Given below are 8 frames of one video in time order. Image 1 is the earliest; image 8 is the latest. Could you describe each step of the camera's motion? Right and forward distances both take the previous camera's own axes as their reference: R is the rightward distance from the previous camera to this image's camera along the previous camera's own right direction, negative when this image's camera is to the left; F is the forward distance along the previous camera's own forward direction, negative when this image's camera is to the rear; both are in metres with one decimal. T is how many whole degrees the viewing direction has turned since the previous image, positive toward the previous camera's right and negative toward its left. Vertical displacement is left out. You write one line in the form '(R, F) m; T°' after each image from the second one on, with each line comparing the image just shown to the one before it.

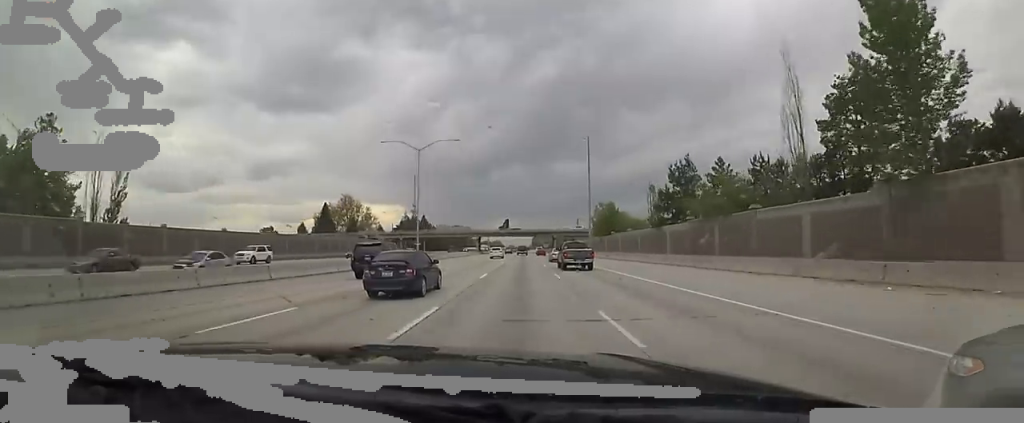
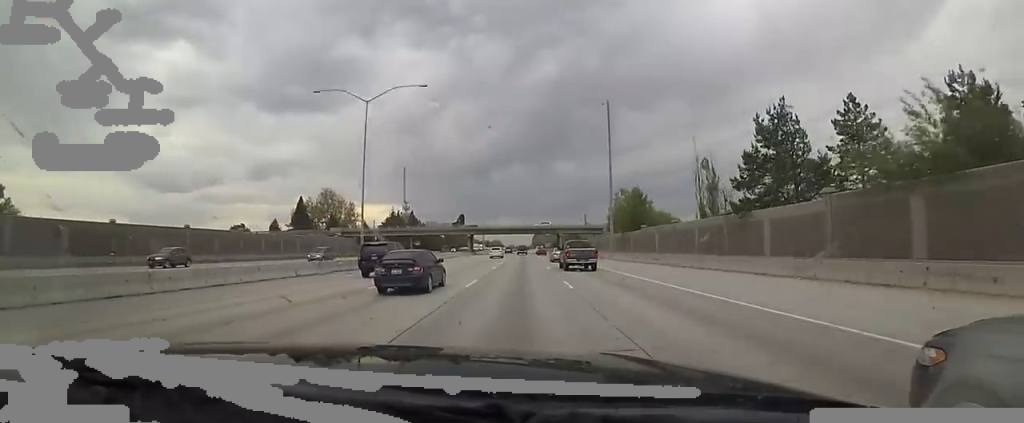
(0.0, +20.2) m; 0°
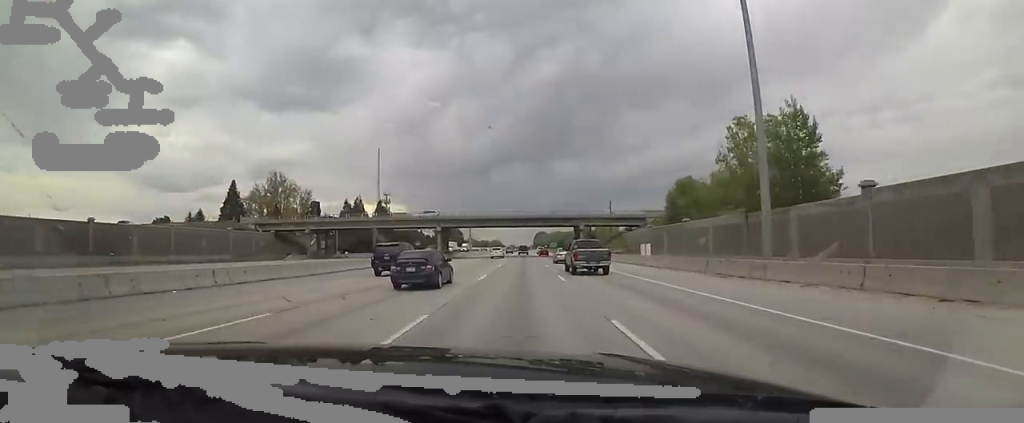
(0.0, +40.5) m; 0°
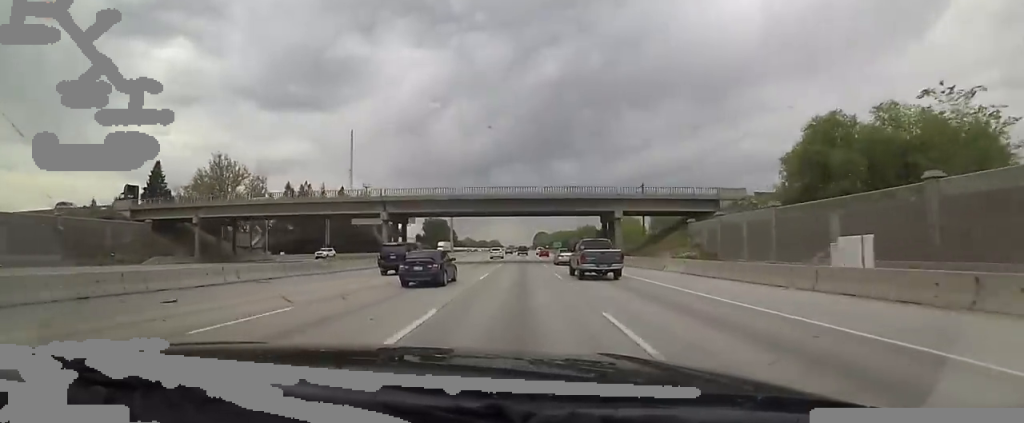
(0.0, +28.6) m; 0°
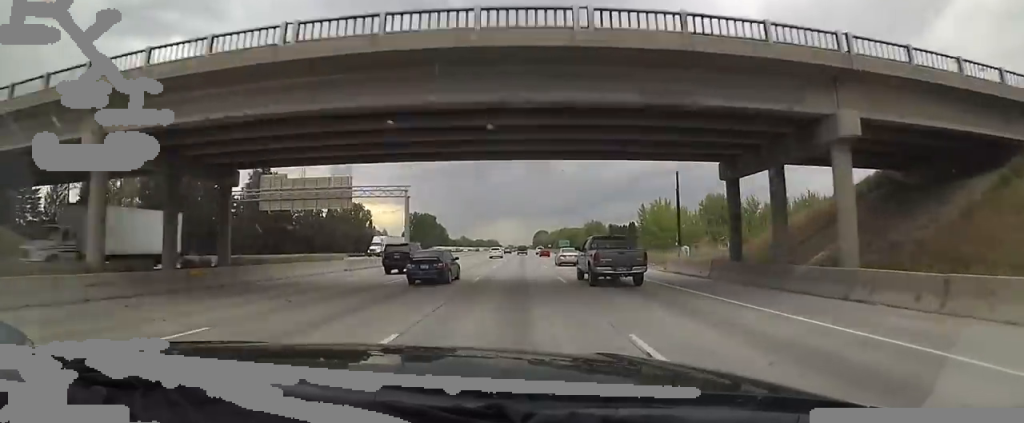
(0.0, +33.5) m; 0°
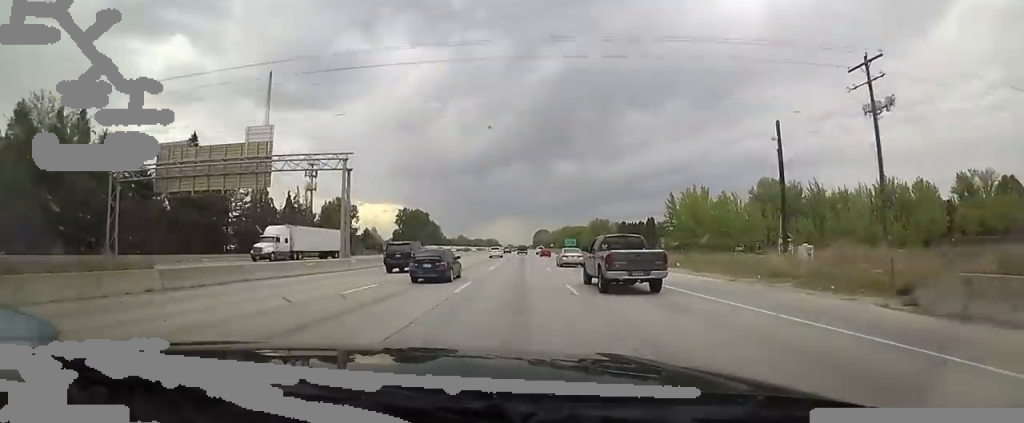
(0.0, +19.5) m; 0°
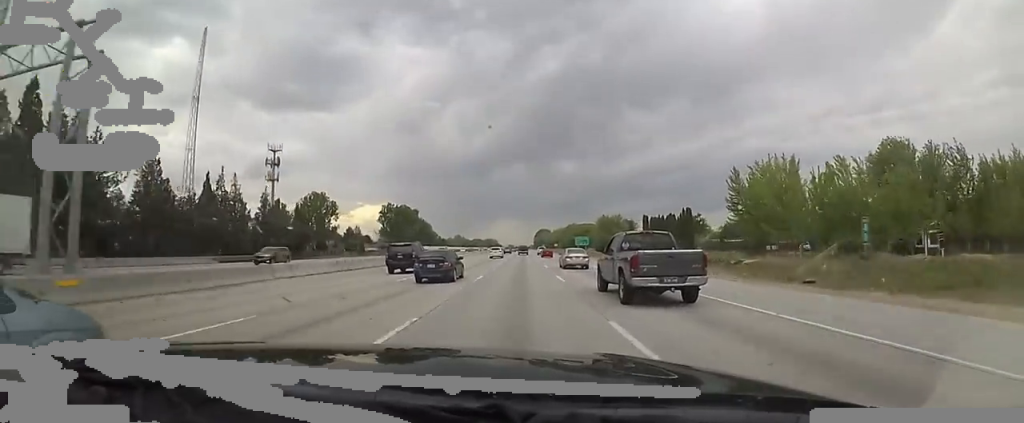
(0.0, +24.8) m; 0°
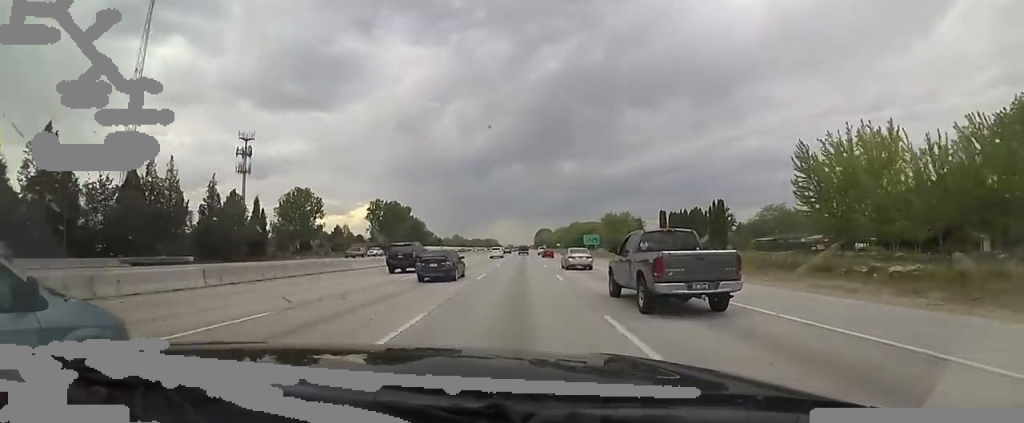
(0.0, +14.4) m; 0°
